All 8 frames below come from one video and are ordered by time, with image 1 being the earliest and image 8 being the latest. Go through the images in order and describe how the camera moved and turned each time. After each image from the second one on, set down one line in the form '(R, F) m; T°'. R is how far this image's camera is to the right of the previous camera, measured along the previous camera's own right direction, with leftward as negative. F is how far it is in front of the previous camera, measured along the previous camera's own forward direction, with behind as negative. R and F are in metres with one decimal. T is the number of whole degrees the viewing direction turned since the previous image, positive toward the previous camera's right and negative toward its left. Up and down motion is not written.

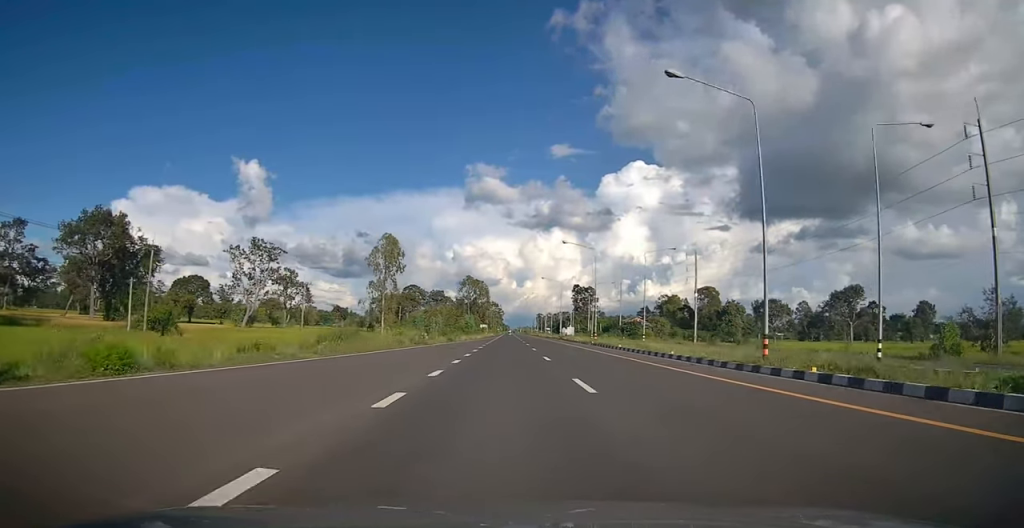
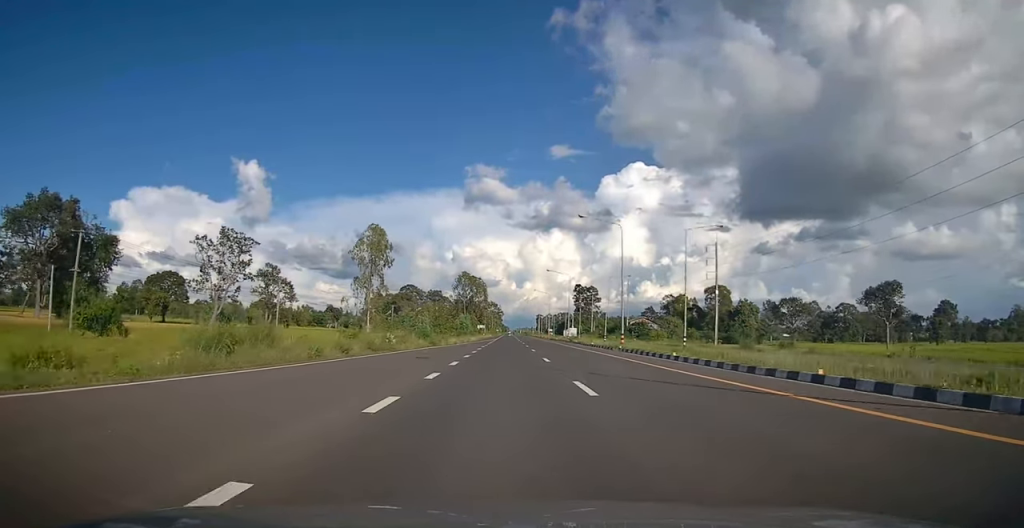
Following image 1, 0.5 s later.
(0.0, +12.4) m; 0°
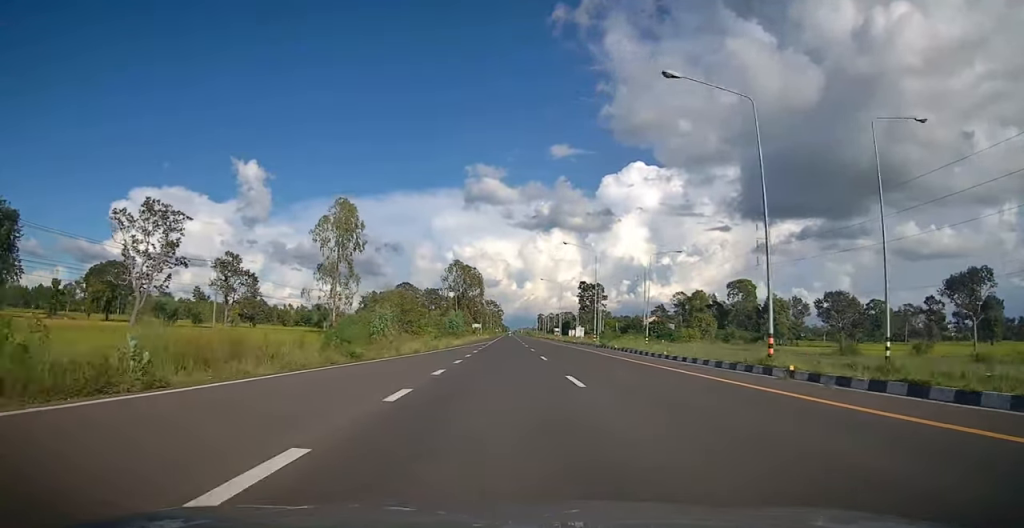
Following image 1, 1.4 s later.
(0.0, +22.5) m; 0°
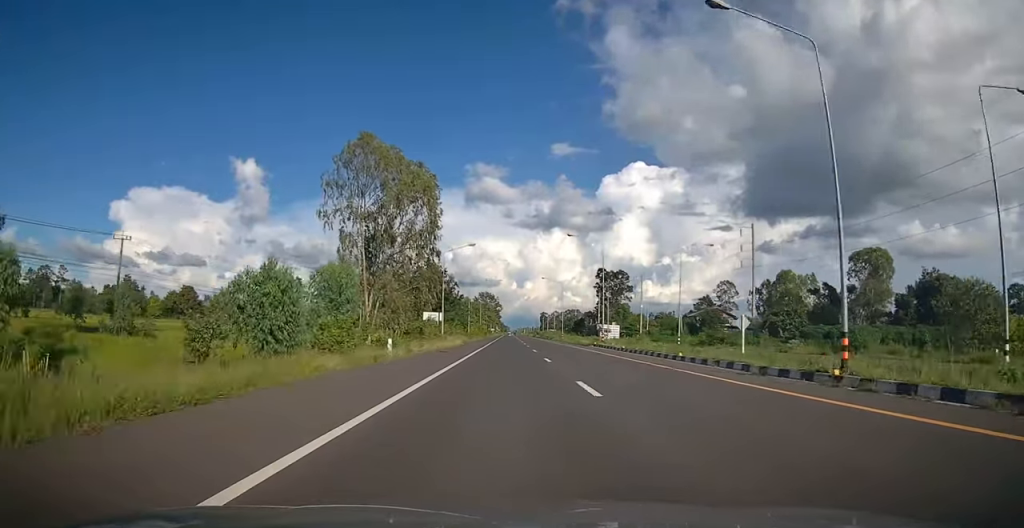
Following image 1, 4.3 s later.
(-0.2, +74.2) m; 0°
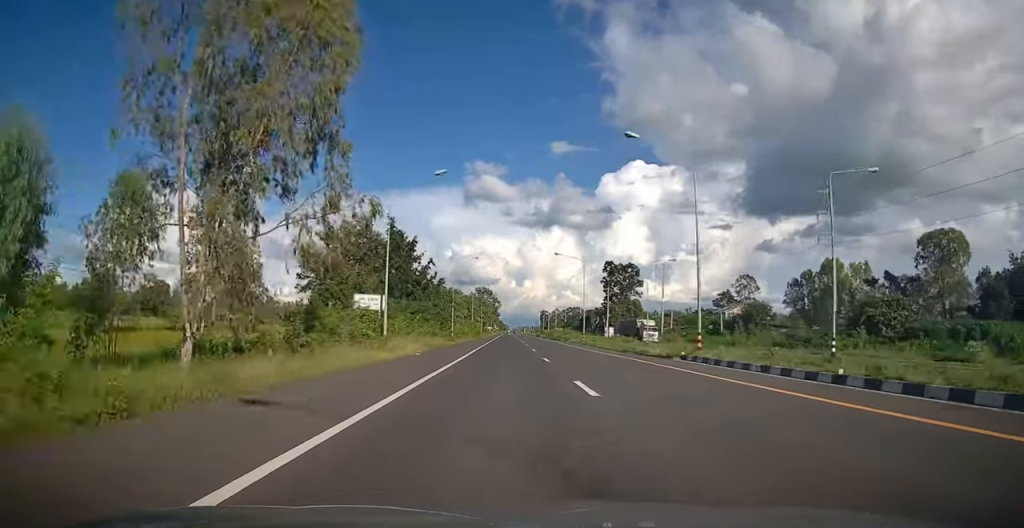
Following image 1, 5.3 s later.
(0.0, +24.2) m; 0°
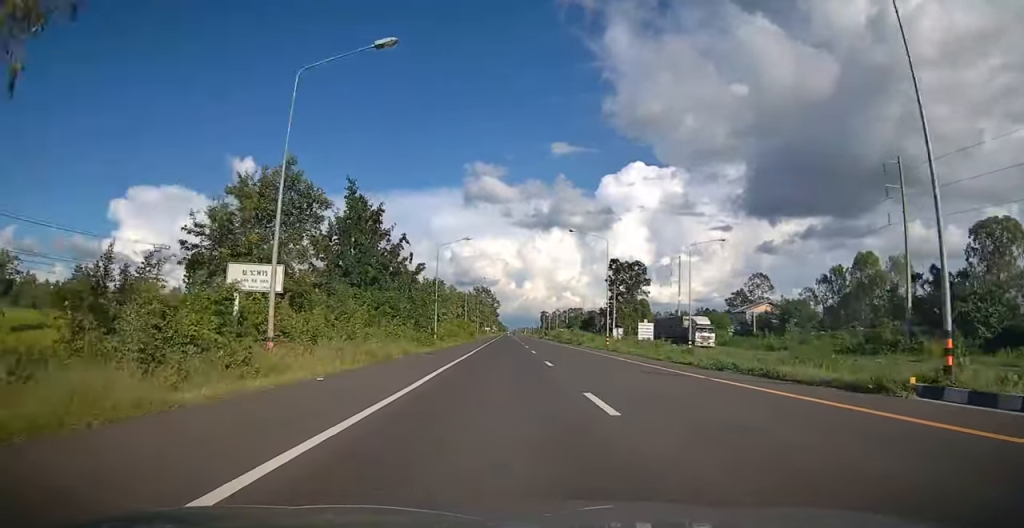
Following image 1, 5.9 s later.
(0.0, +14.2) m; 0°
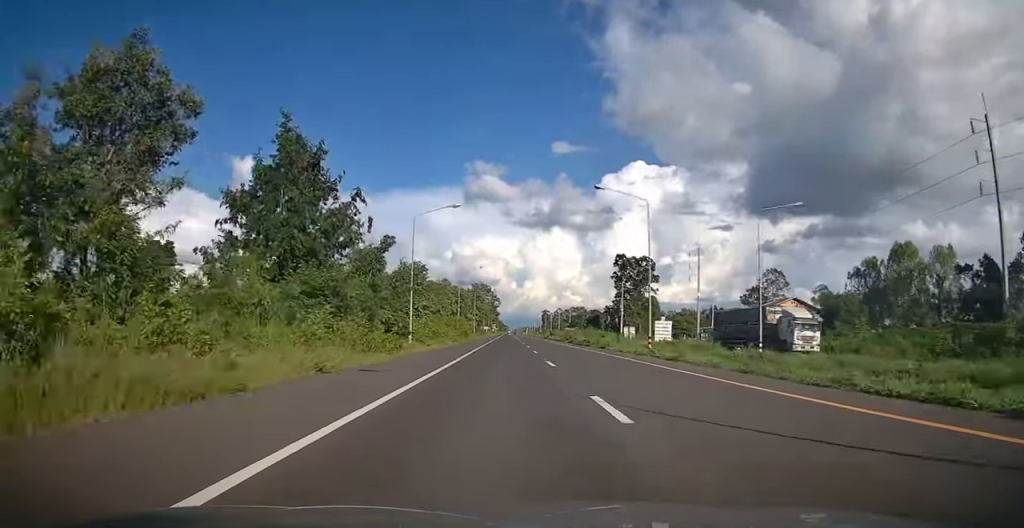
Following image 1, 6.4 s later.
(0.0, +12.9) m; 0°
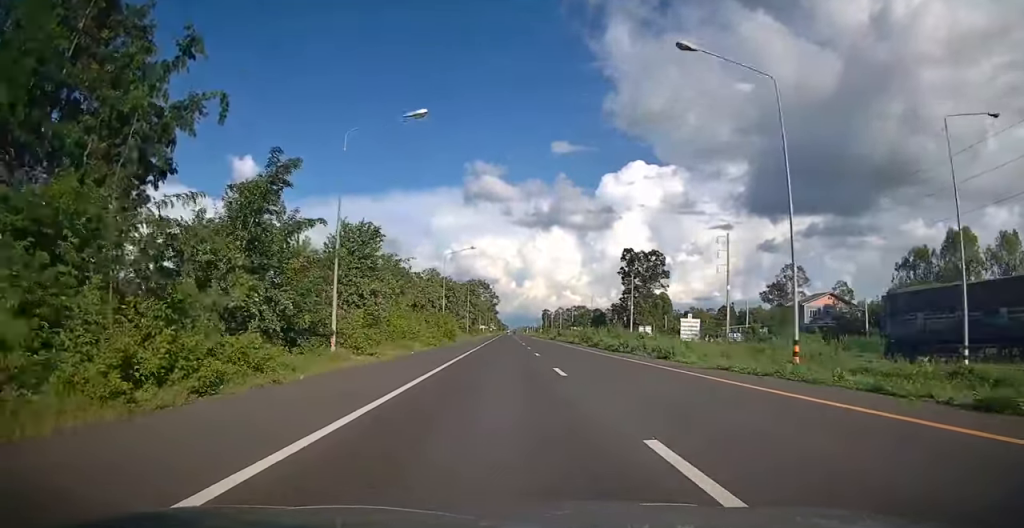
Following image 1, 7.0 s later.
(0.0, +16.3) m; 0°
